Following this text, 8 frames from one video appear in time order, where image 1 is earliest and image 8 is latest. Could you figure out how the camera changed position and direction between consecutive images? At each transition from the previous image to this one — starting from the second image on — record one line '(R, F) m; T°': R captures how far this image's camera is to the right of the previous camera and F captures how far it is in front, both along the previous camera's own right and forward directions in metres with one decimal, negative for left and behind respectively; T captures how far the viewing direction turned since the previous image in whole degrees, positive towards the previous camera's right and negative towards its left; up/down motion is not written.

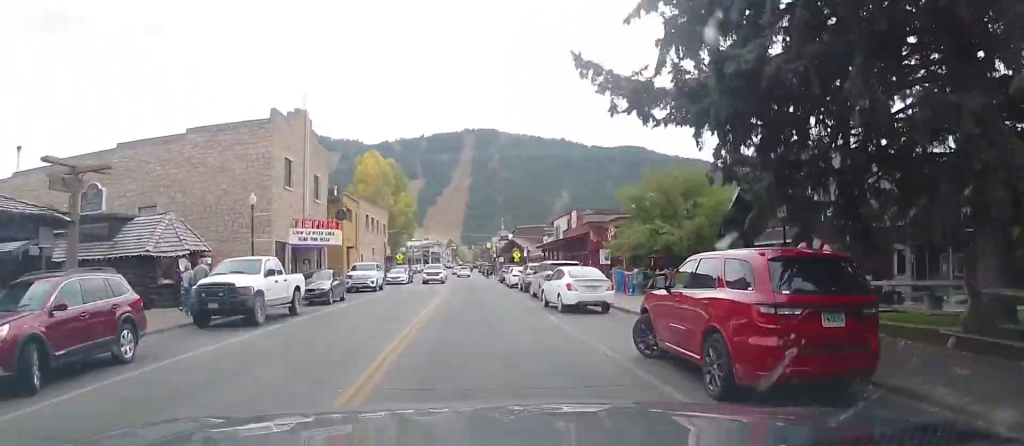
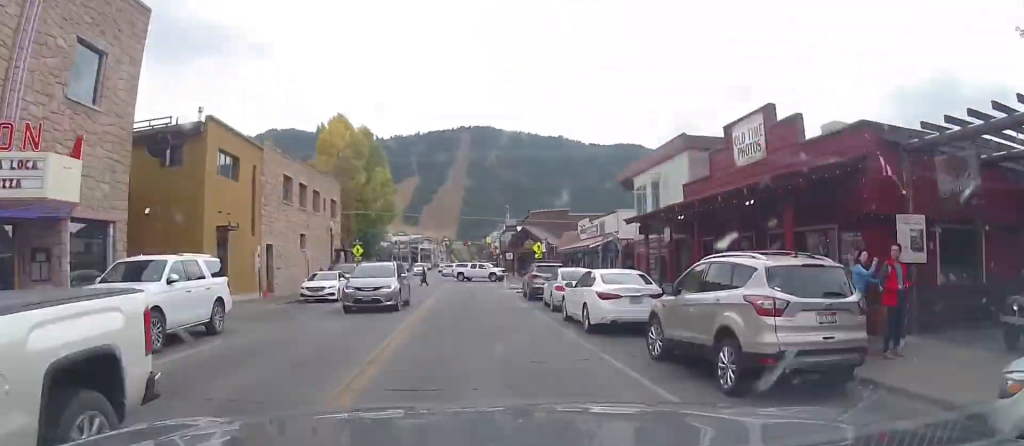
(+0.1, +23.6) m; 0°
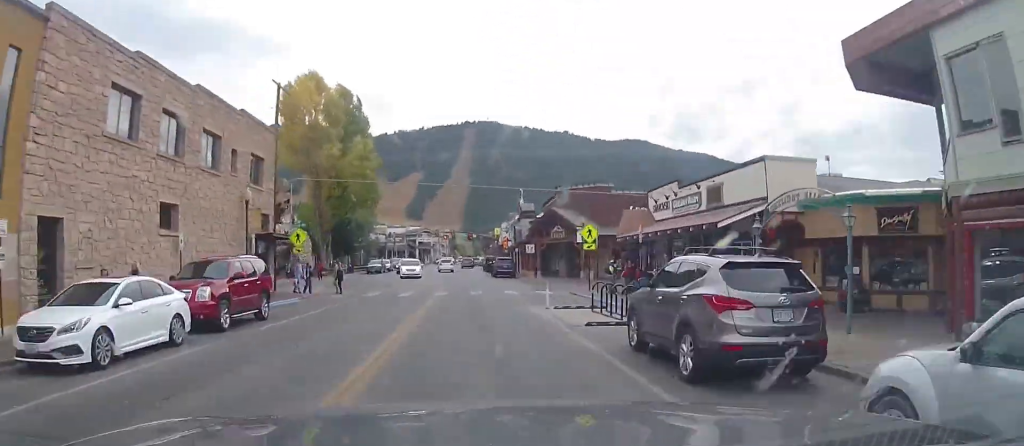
(+0.1, +17.1) m; +1°
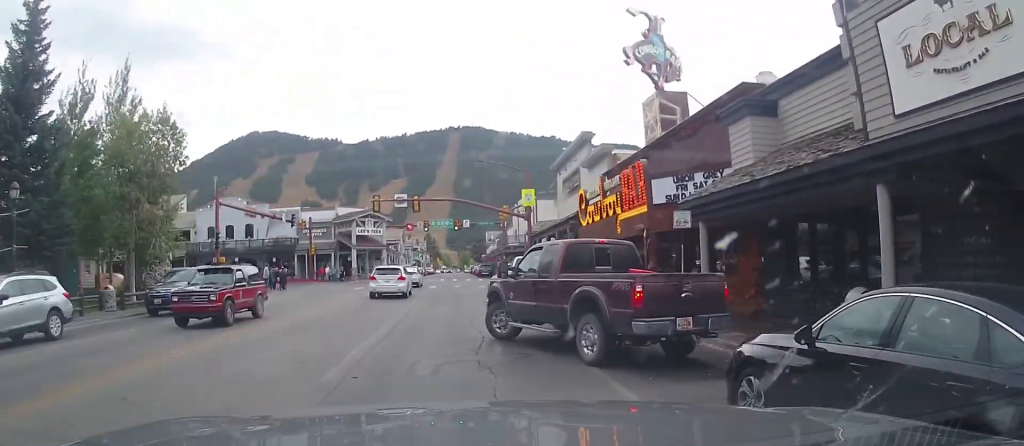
(+3.1, +75.8) m; +2°
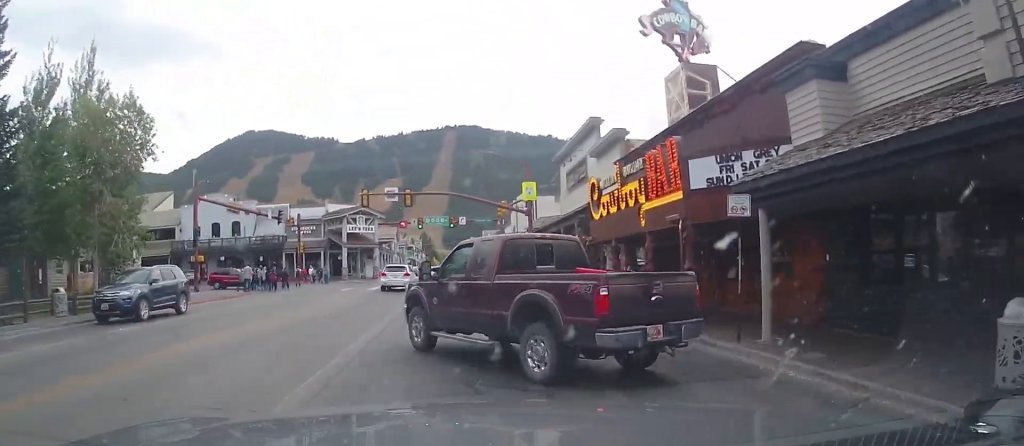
(+0.3, +9.4) m; -1°
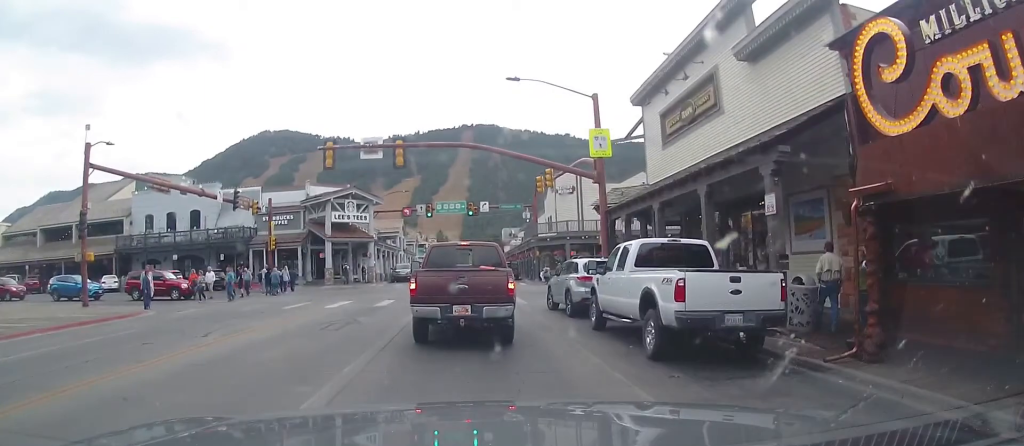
(-1.2, +16.1) m; -3°
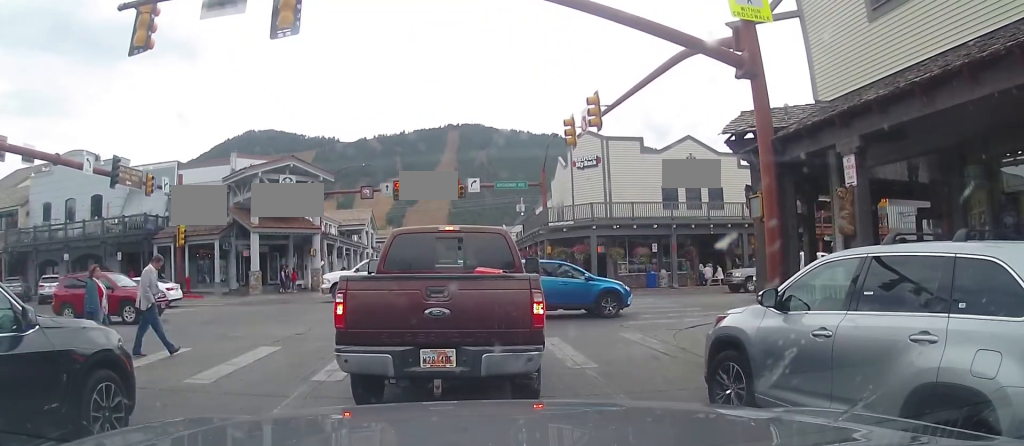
(+0.3, +12.8) m; -8°
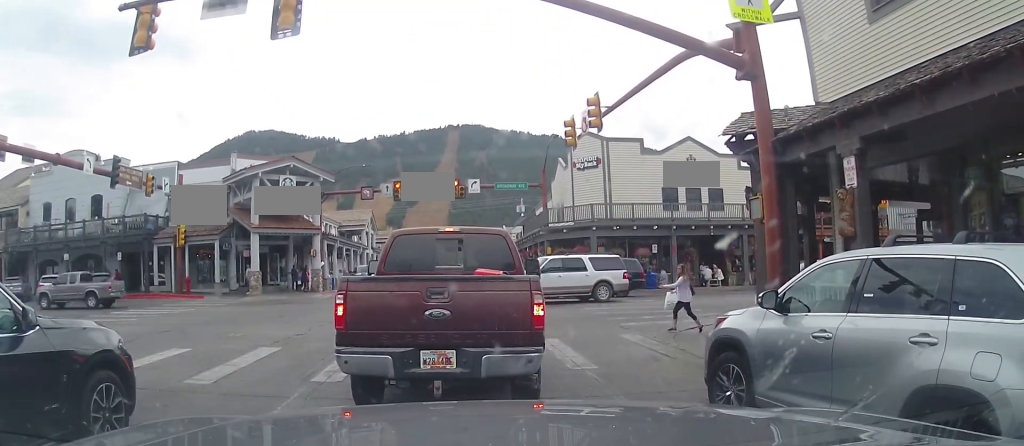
(-0.5, +0.2) m; -2°
